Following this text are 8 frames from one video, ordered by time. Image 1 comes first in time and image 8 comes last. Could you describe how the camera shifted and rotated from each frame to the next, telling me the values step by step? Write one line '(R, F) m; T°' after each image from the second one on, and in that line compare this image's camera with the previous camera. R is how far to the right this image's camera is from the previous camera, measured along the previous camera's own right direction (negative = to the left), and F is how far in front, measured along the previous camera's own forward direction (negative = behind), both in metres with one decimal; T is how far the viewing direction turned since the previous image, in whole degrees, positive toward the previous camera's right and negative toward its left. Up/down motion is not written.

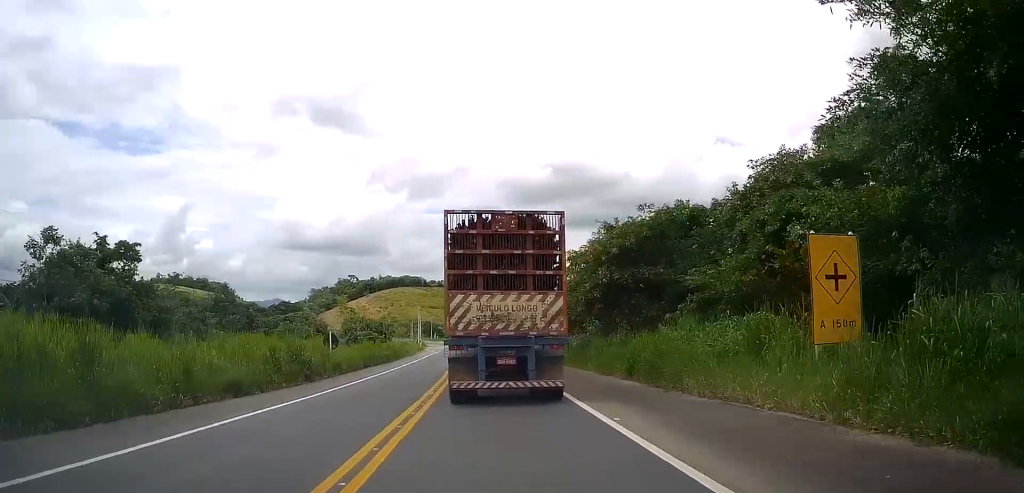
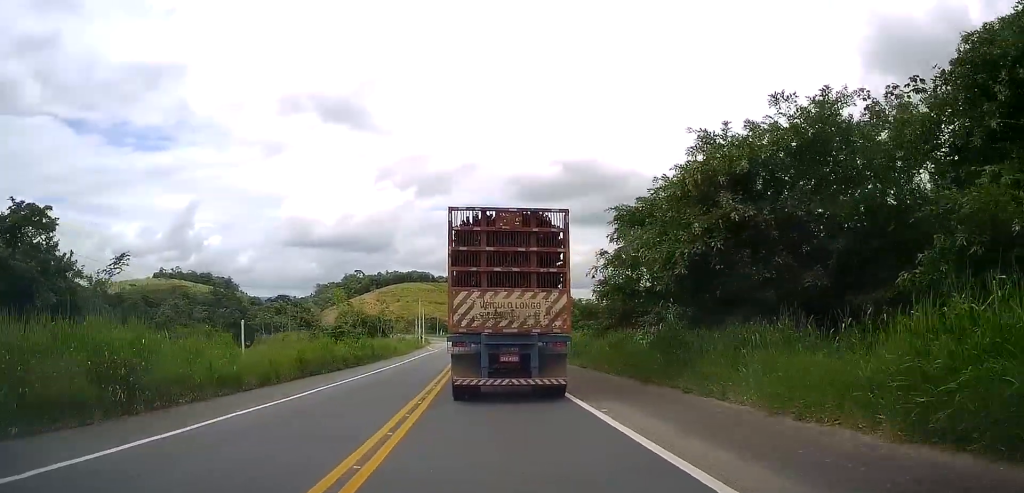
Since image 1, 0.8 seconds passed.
(-0.7, +14.2) m; -3°
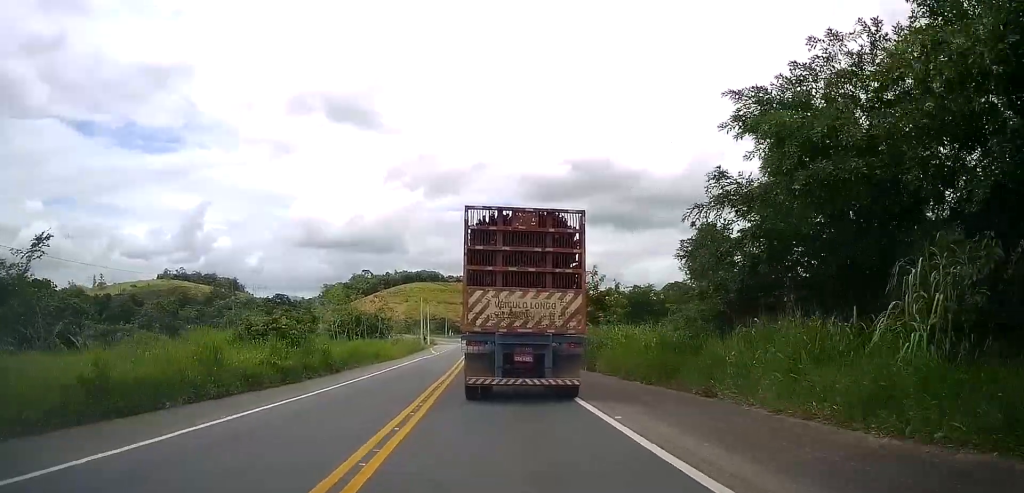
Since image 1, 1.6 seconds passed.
(-0.2, +14.9) m; -1°
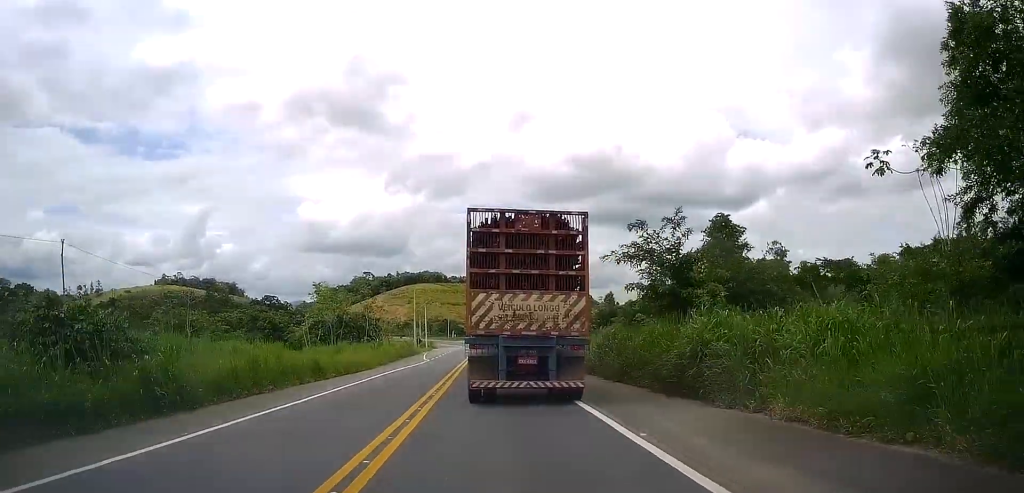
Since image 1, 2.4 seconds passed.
(0.0, +16.0) m; 0°
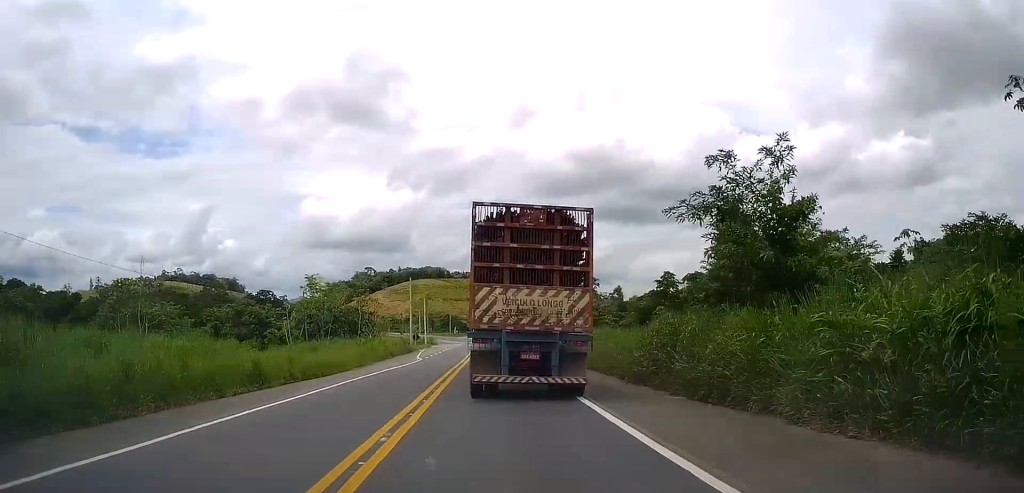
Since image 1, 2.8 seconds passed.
(0.0, +7.9) m; 0°
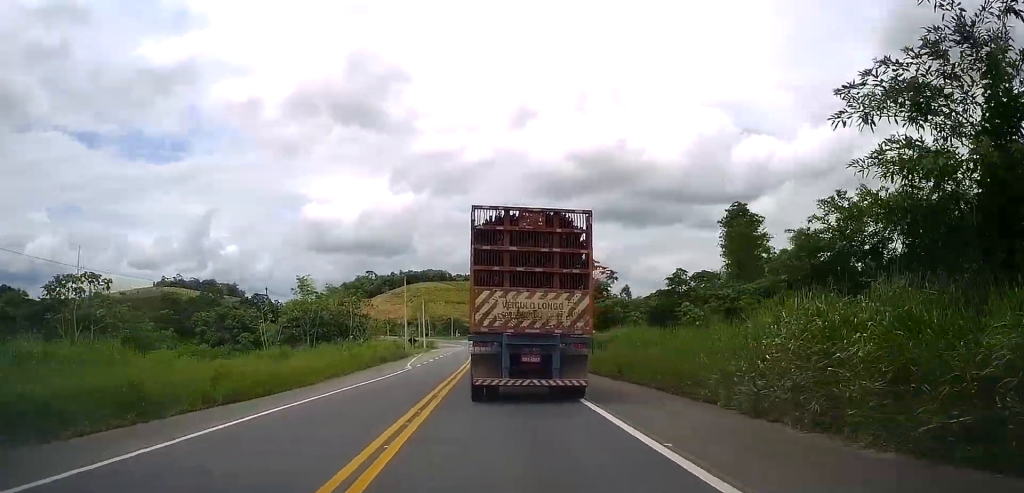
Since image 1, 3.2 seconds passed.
(0.0, +7.9) m; 0°
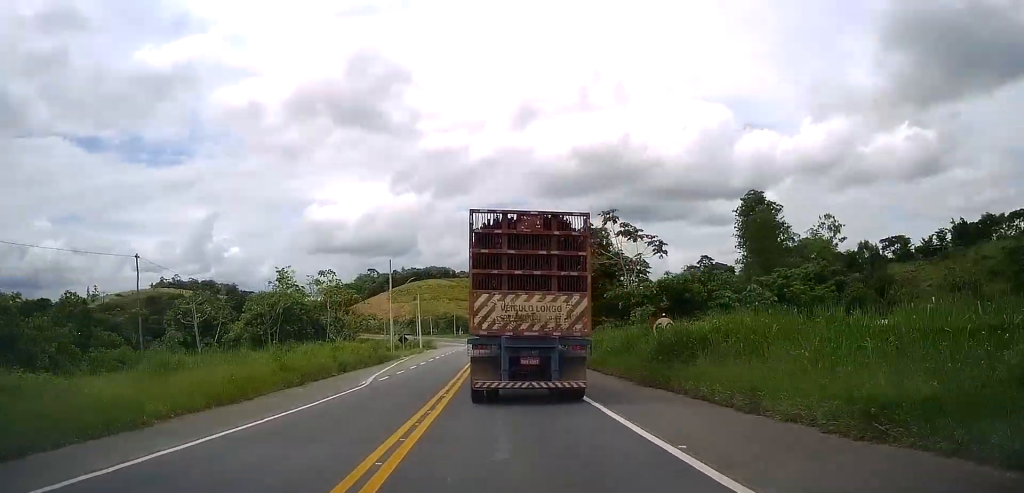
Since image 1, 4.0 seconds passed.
(0.0, +14.6) m; 0°
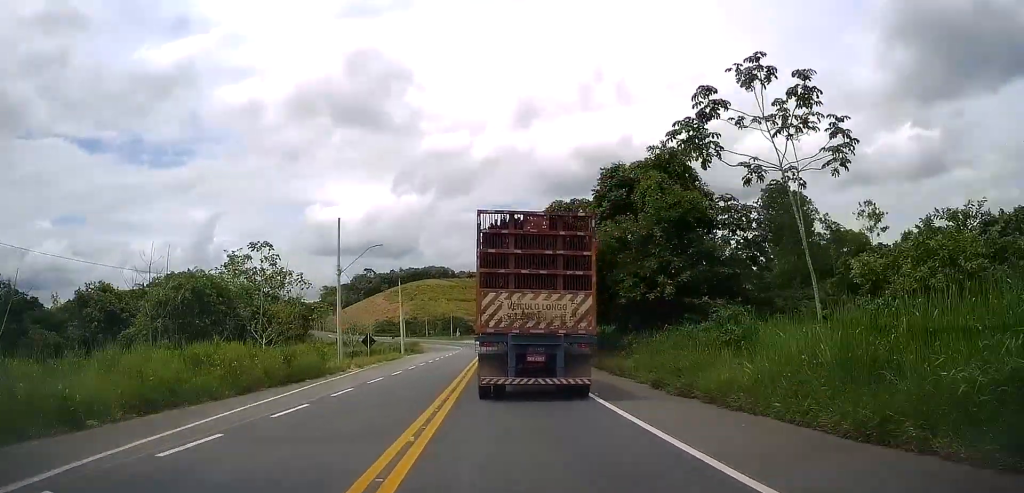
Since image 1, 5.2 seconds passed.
(-0.3, +22.1) m; -2°
